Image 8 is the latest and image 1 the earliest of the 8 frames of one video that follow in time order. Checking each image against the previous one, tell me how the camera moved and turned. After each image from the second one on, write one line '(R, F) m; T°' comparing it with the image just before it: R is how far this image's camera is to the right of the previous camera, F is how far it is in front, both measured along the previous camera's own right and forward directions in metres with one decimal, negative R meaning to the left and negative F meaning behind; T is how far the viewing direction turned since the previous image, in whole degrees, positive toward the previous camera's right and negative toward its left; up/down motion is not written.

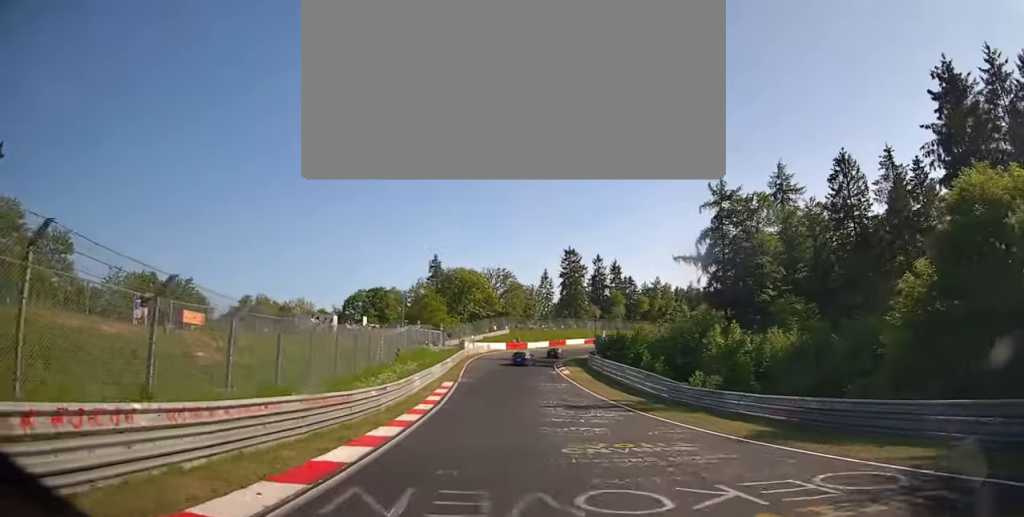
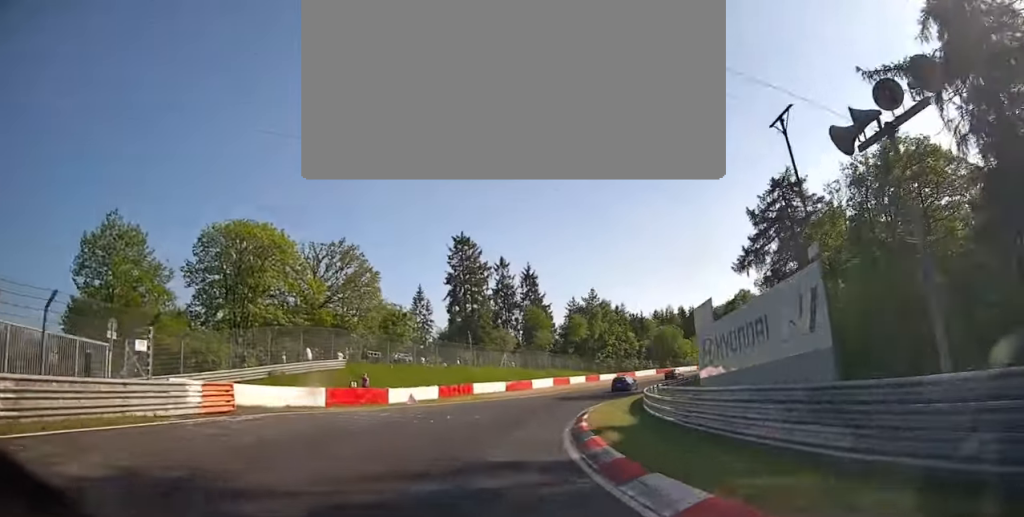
(+4.7, +56.0) m; +16°
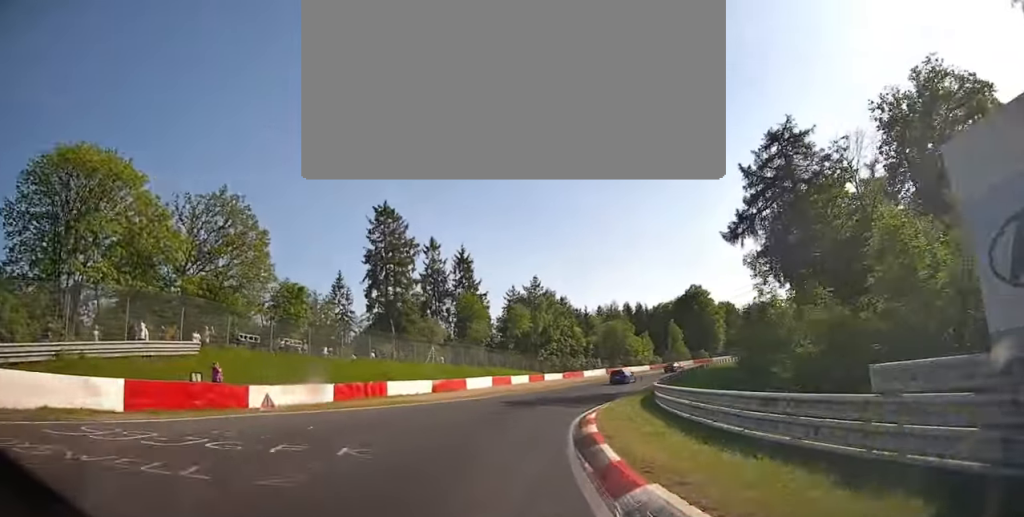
(+0.2, +13.3) m; +7°
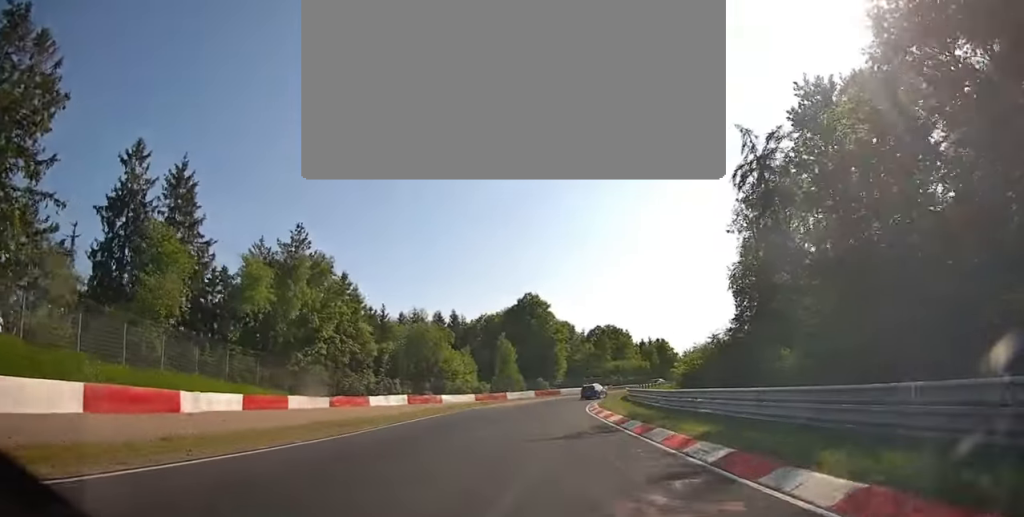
(+7.8, +38.5) m; +22°
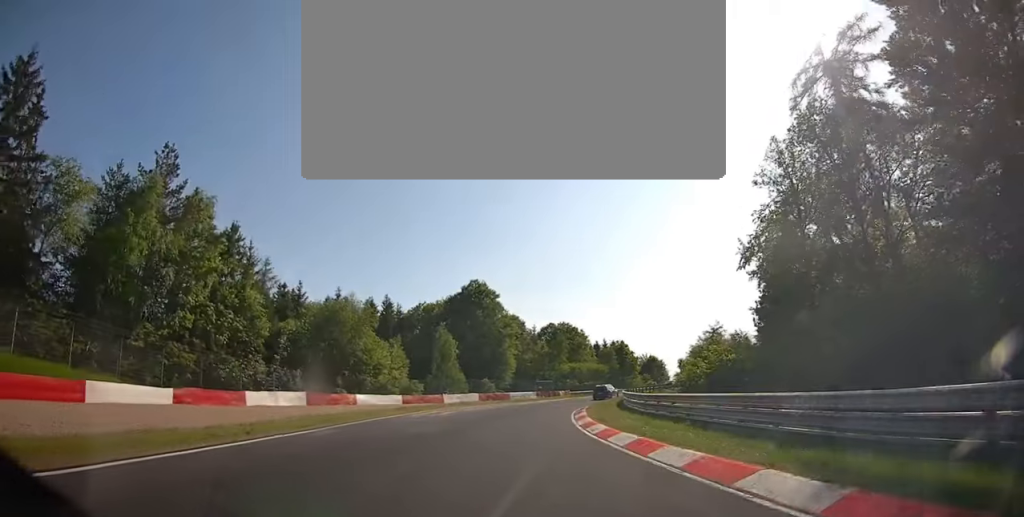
(+1.5, +16.2) m; +7°
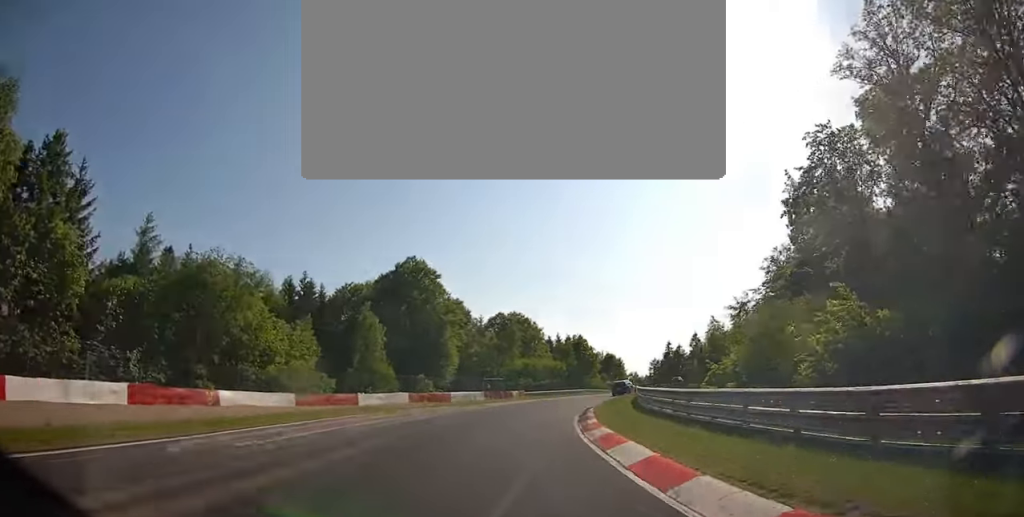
(+1.0, +16.6) m; +7°
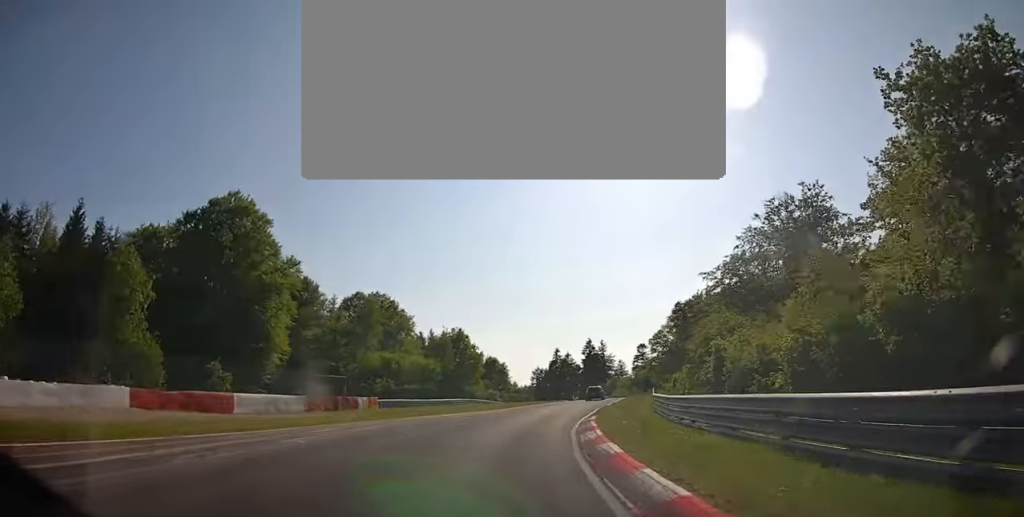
(+2.5, +27.3) m; +10°
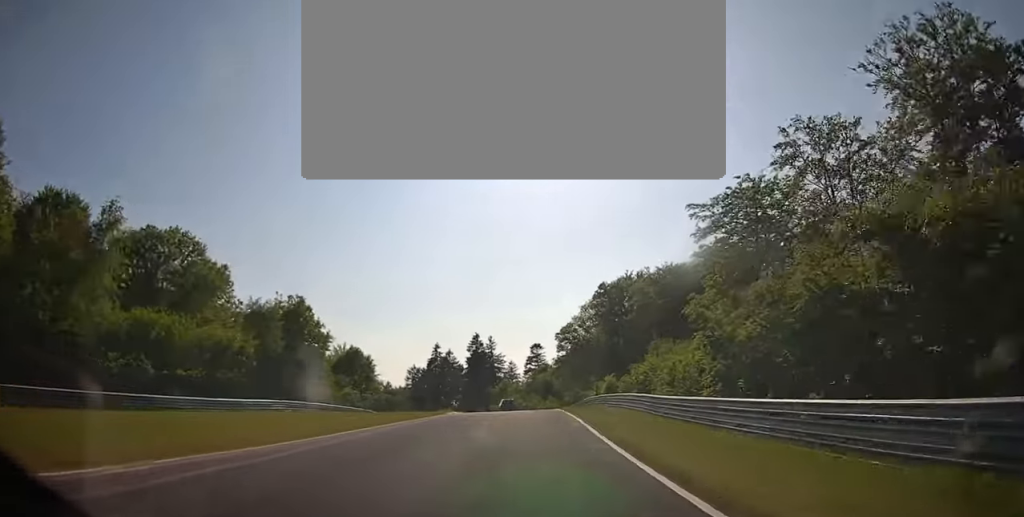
(+2.9, +31.1) m; +8°
